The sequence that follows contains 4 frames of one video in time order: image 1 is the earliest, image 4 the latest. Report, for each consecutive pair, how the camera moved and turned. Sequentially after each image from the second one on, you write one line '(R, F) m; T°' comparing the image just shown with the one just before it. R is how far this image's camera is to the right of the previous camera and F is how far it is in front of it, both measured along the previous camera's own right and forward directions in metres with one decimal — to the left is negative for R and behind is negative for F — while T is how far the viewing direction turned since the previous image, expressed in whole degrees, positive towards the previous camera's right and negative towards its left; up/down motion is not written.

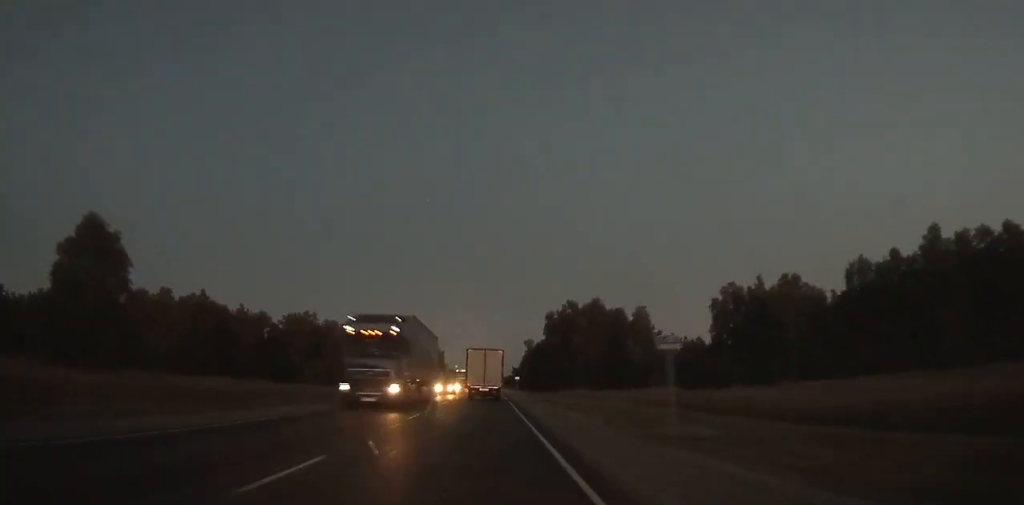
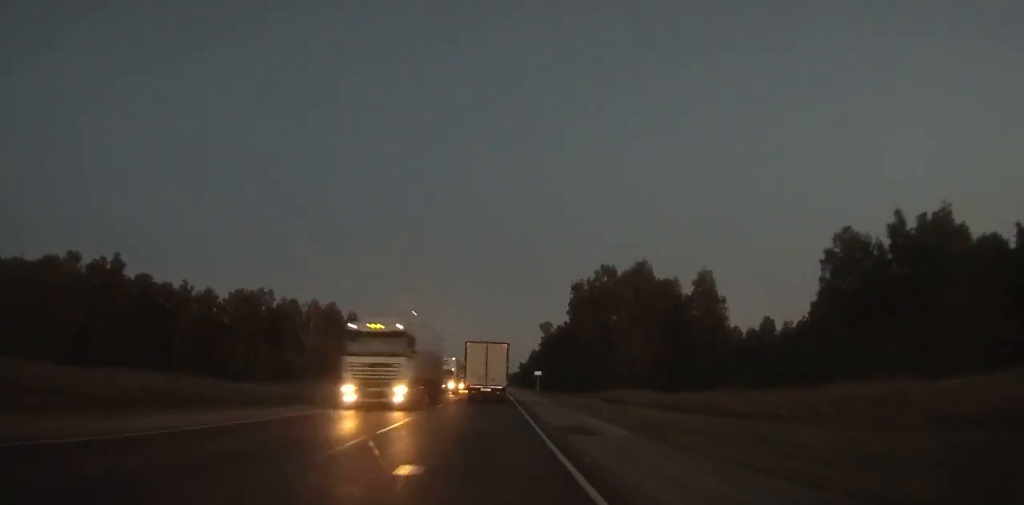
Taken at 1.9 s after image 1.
(+0.1, +39.3) m; 0°
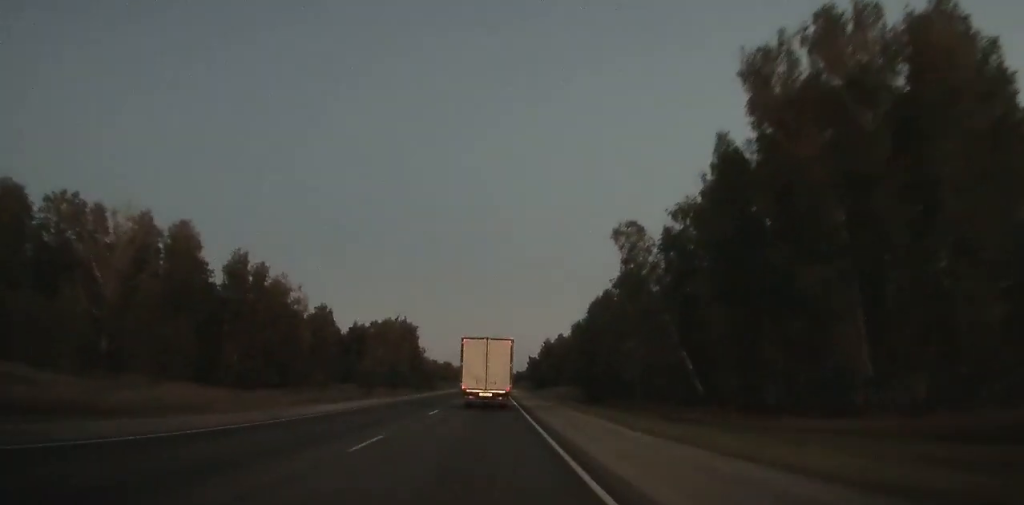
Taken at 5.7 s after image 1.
(+0.2, +76.7) m; 0°
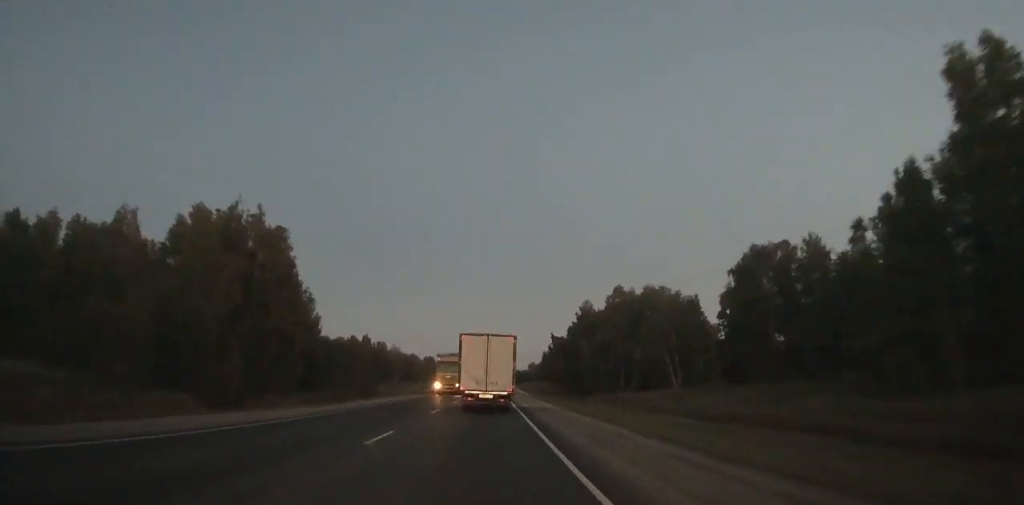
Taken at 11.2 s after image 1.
(-0.2, +107.1) m; 0°
